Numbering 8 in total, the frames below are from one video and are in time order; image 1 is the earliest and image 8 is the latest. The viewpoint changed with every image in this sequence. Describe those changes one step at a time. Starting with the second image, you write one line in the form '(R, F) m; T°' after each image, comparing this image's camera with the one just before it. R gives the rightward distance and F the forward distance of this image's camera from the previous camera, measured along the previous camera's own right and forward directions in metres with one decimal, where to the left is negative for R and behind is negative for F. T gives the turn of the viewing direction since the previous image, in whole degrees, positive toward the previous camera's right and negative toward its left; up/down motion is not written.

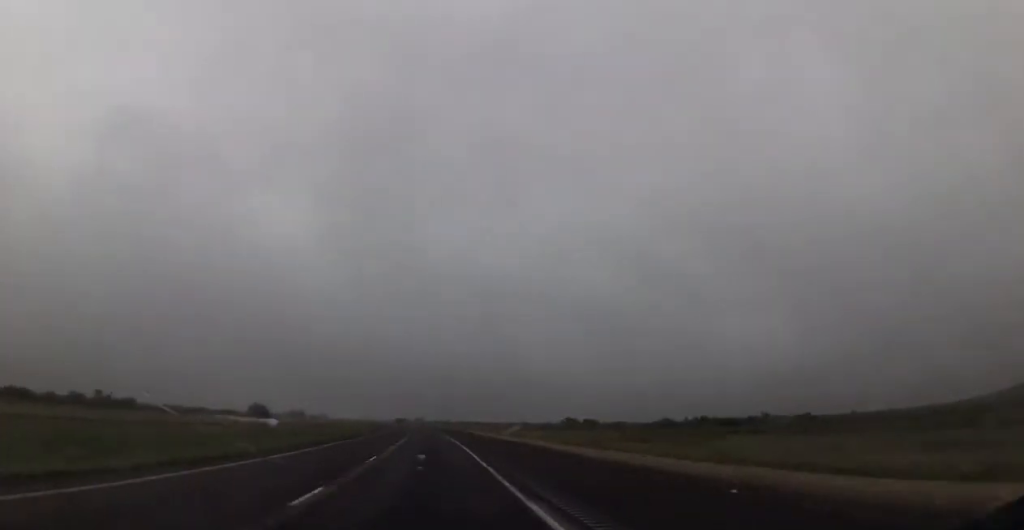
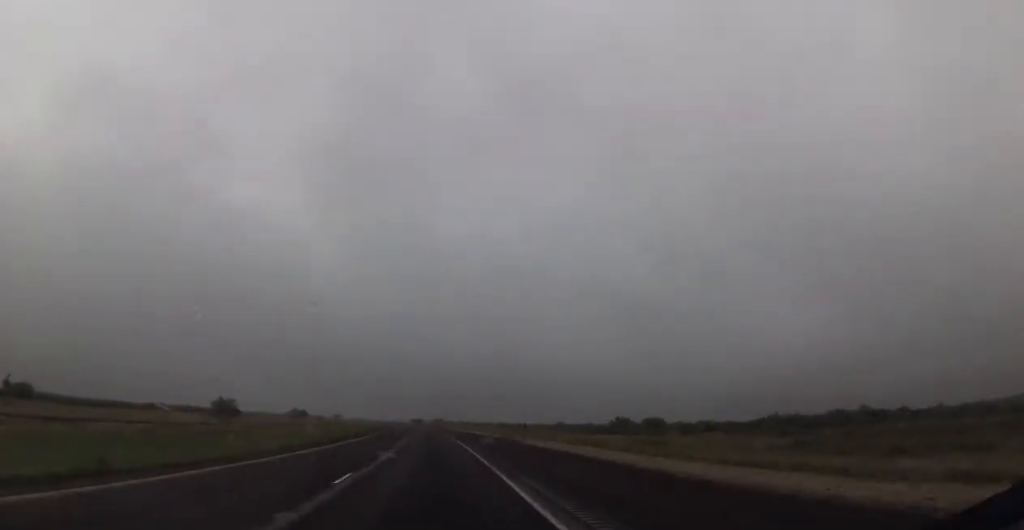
(-0.7, +45.5) m; -1°
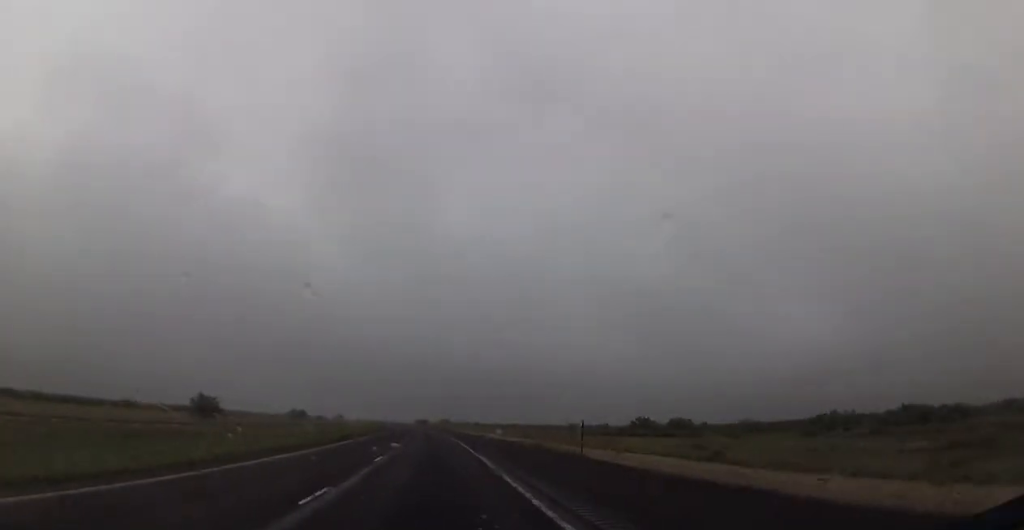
(+0.1, +15.9) m; -1°
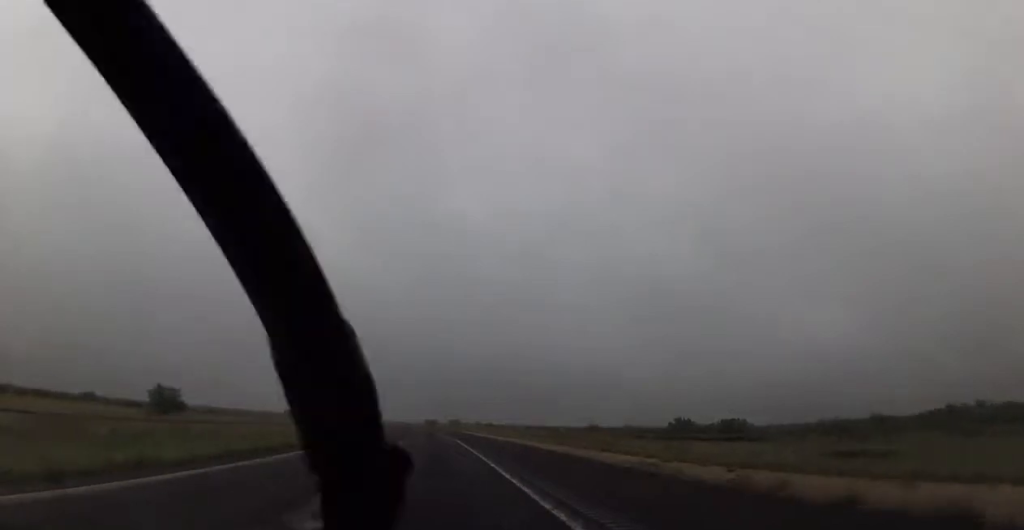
(+0.3, +24.0) m; -1°
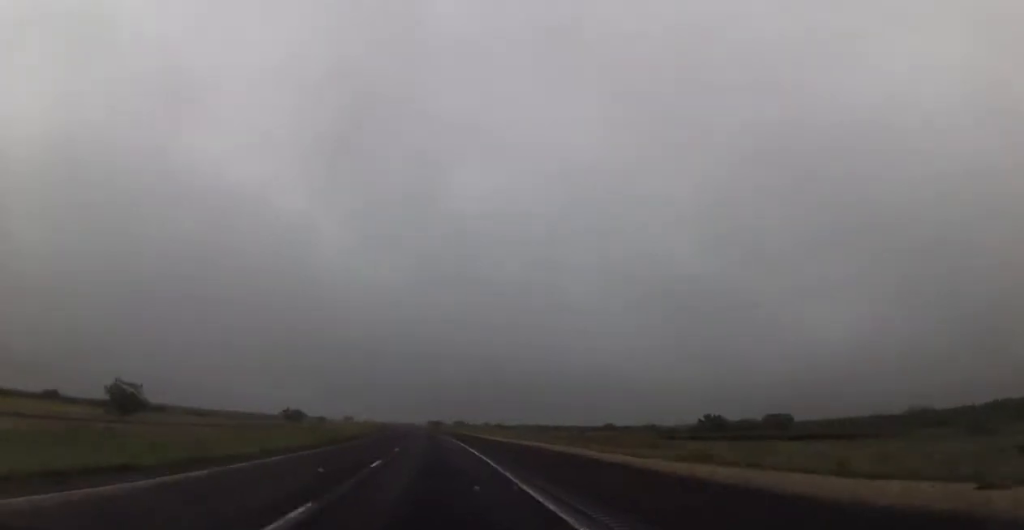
(-0.5, +15.9) m; -1°
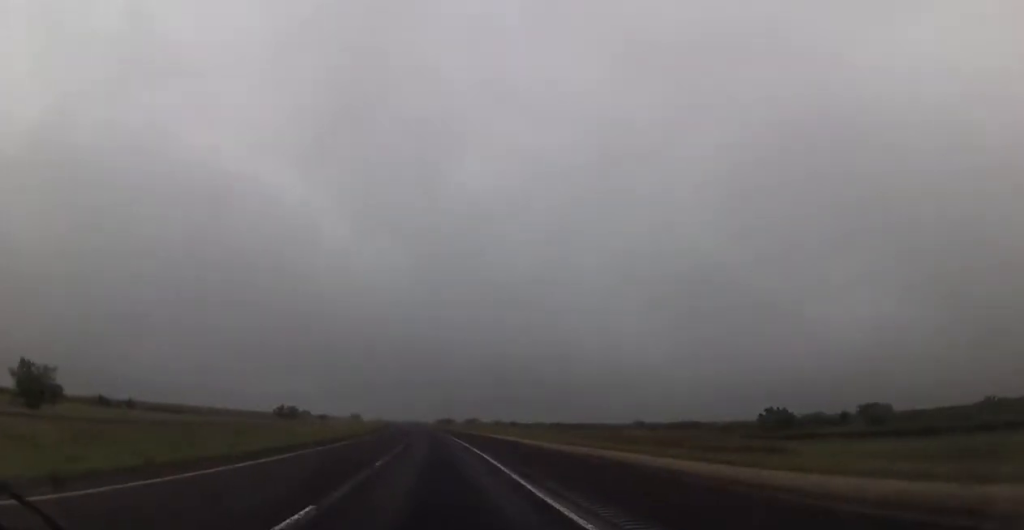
(-0.4, +25.0) m; -1°
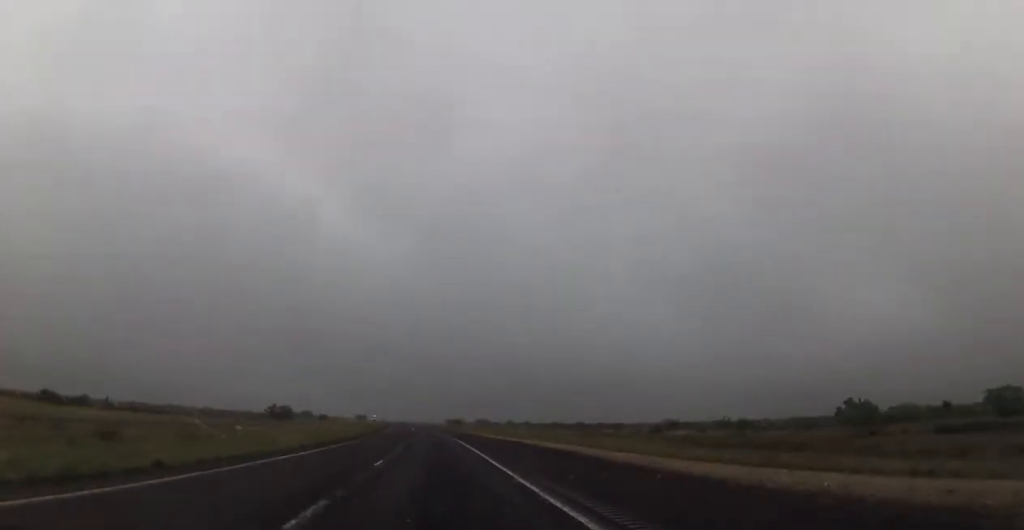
(+0.1, +23.9) m; -1°
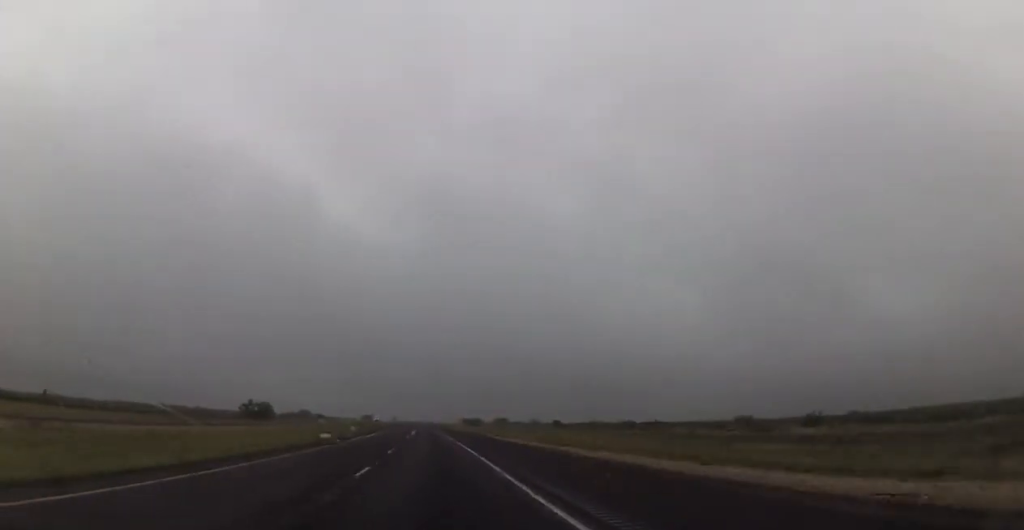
(-0.9, +41.0) m; -1°
